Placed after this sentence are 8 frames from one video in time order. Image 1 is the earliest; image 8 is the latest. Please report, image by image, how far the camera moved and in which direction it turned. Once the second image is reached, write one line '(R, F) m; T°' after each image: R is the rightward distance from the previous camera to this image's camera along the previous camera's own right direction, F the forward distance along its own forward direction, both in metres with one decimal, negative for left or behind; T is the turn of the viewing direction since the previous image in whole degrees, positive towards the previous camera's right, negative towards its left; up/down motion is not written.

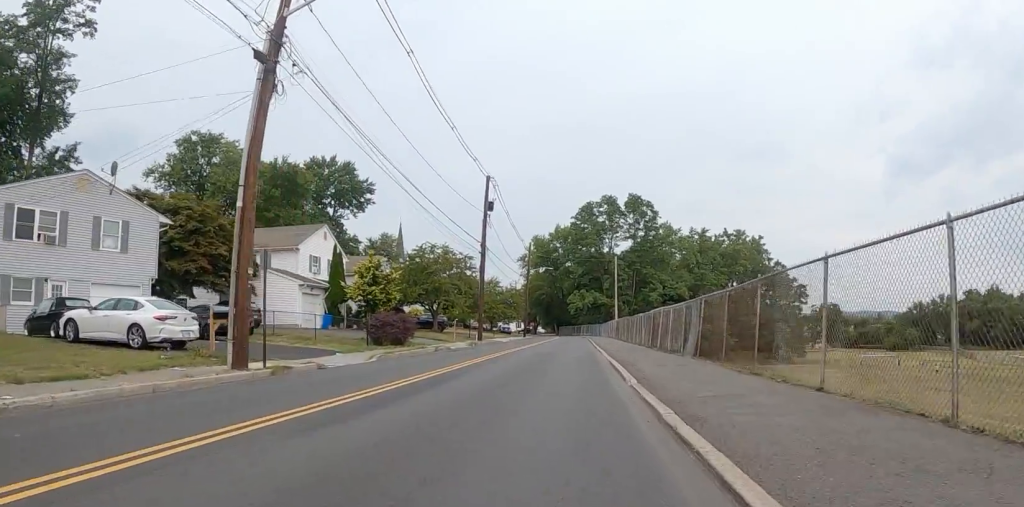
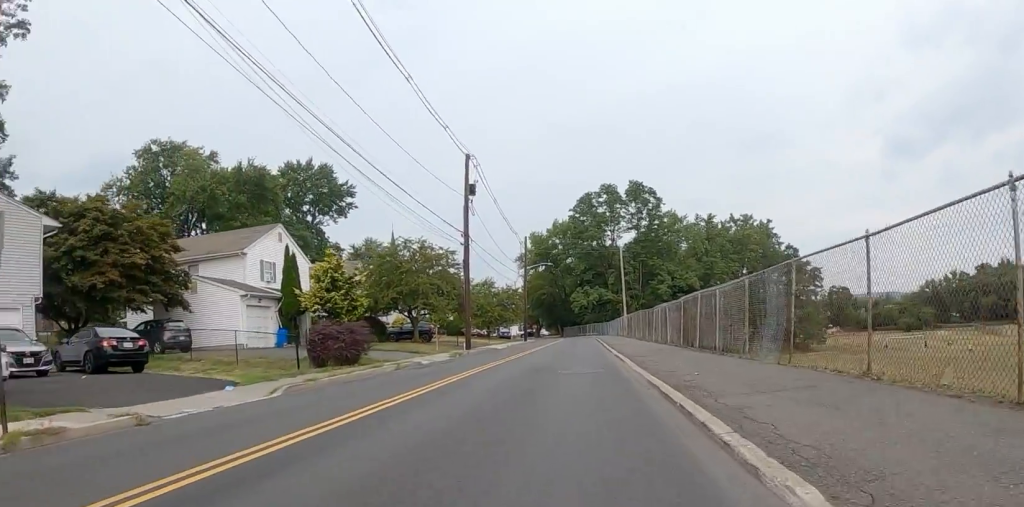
(+0.3, +7.4) m; +2°
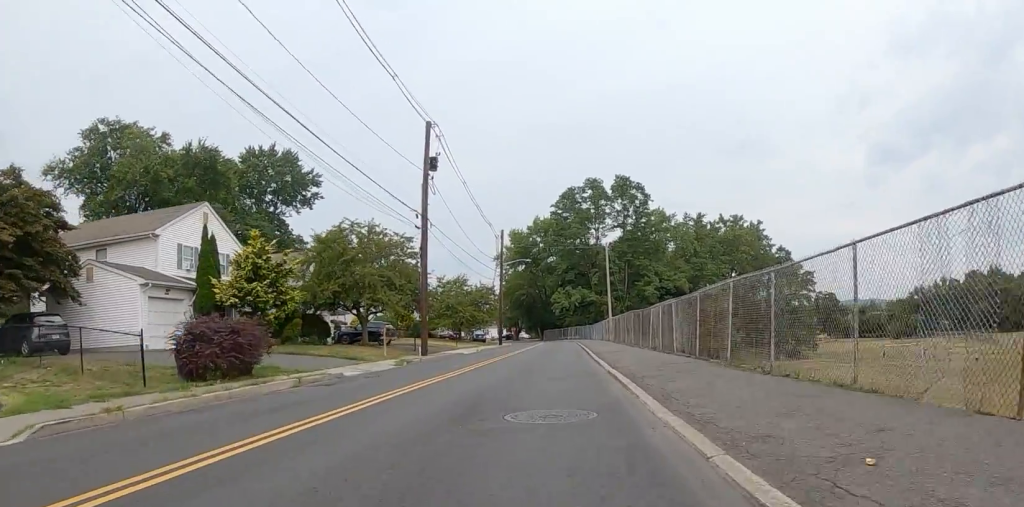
(+0.1, +6.4) m; -1°
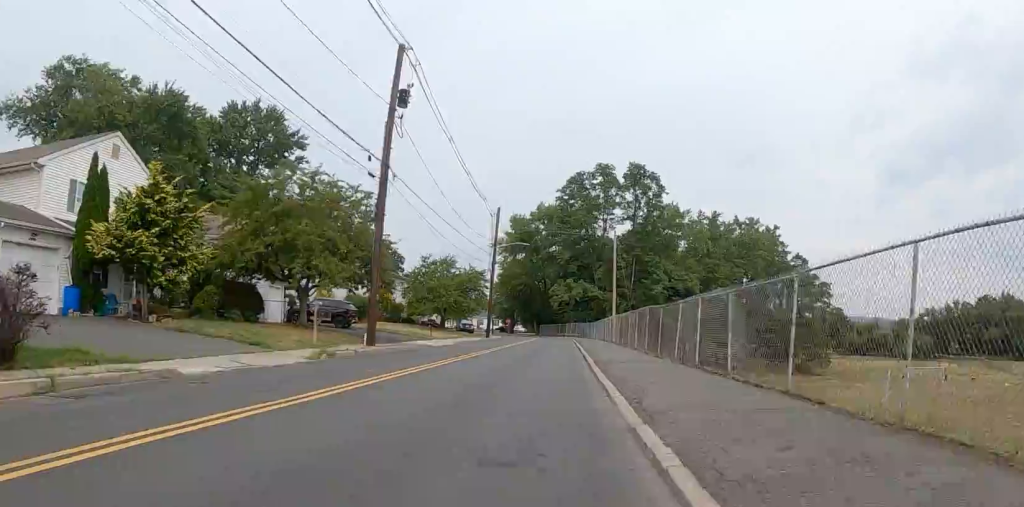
(-0.5, +7.6) m; -4°
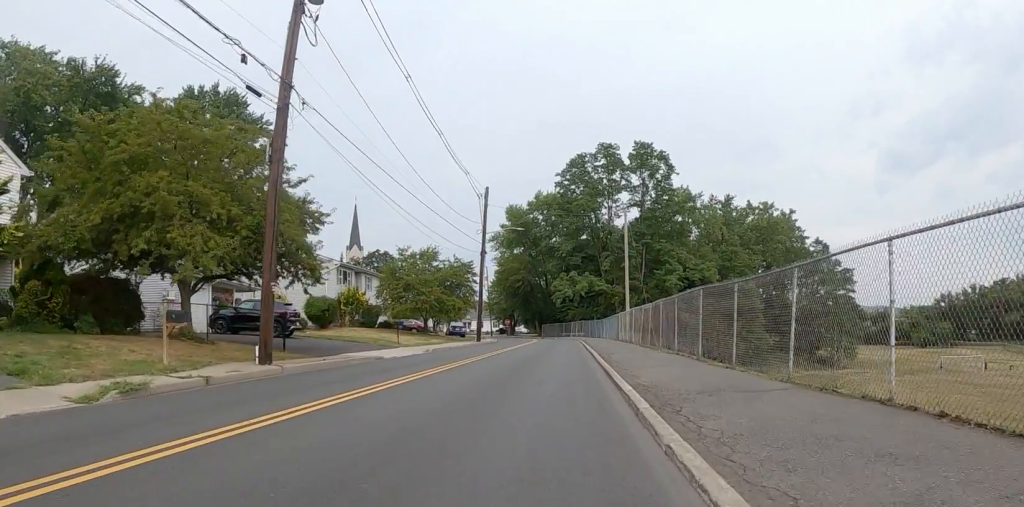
(-0.1, +8.8) m; -1°
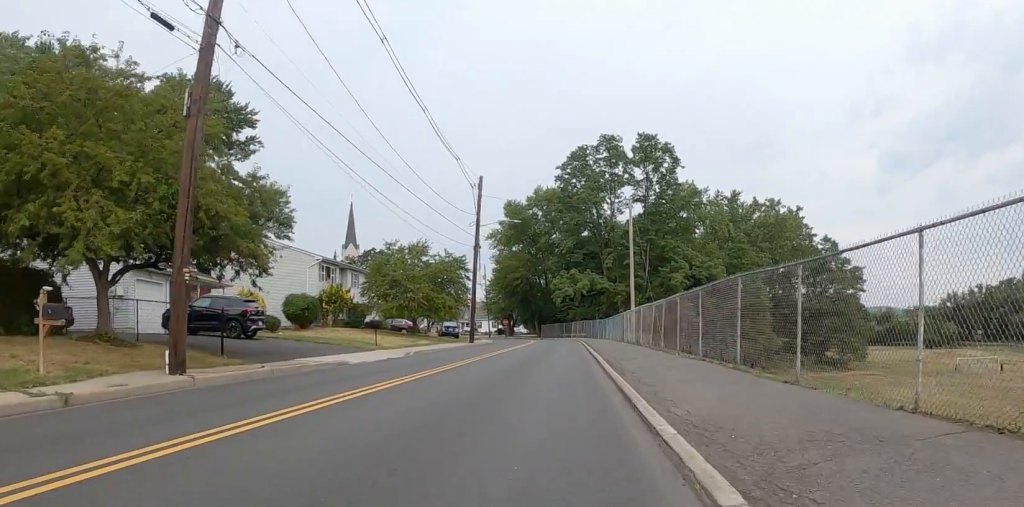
(0.0, +3.5) m; 0°
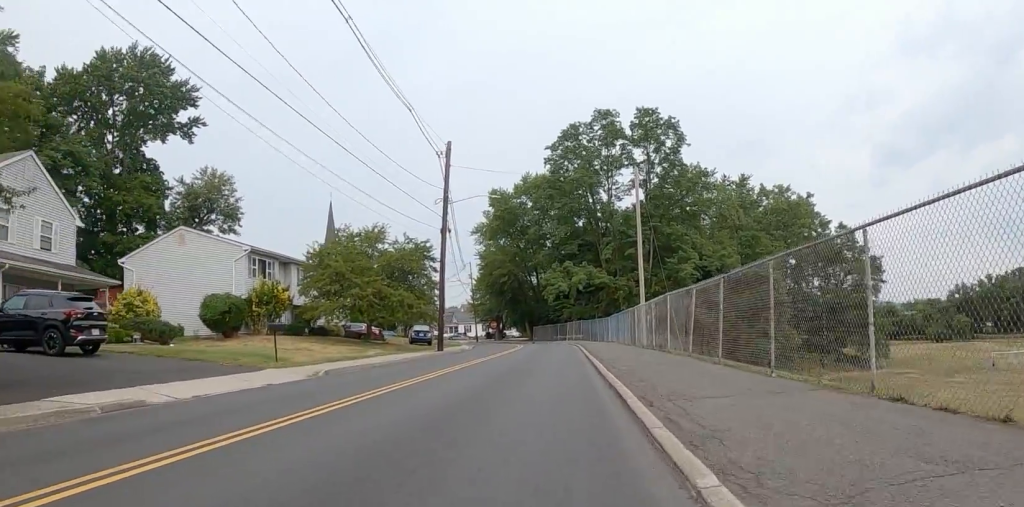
(0.0, +9.0) m; 0°
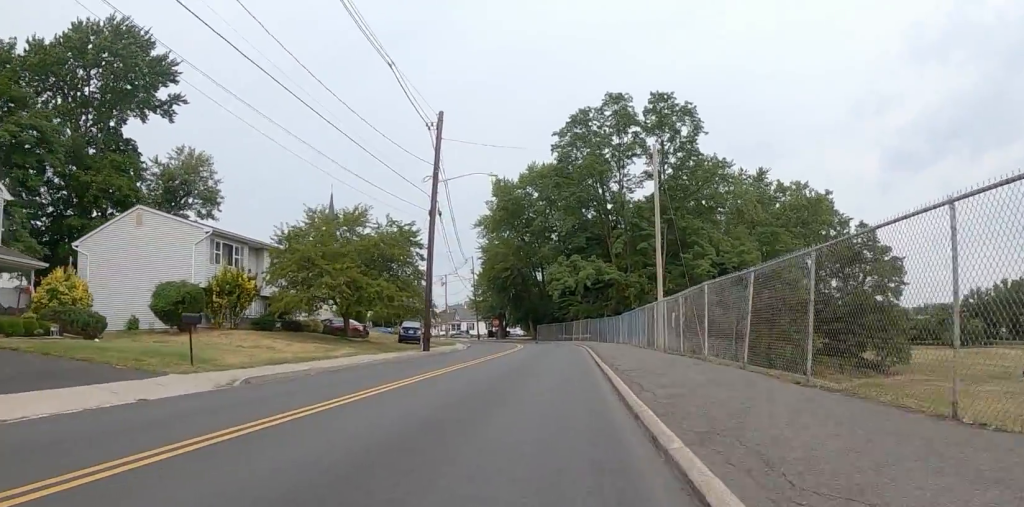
(0.0, +4.6) m; 0°
